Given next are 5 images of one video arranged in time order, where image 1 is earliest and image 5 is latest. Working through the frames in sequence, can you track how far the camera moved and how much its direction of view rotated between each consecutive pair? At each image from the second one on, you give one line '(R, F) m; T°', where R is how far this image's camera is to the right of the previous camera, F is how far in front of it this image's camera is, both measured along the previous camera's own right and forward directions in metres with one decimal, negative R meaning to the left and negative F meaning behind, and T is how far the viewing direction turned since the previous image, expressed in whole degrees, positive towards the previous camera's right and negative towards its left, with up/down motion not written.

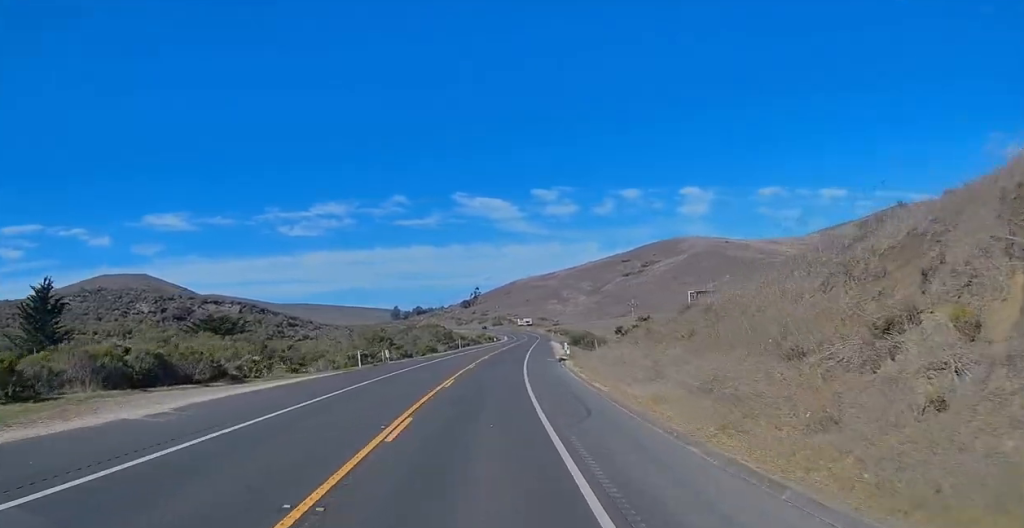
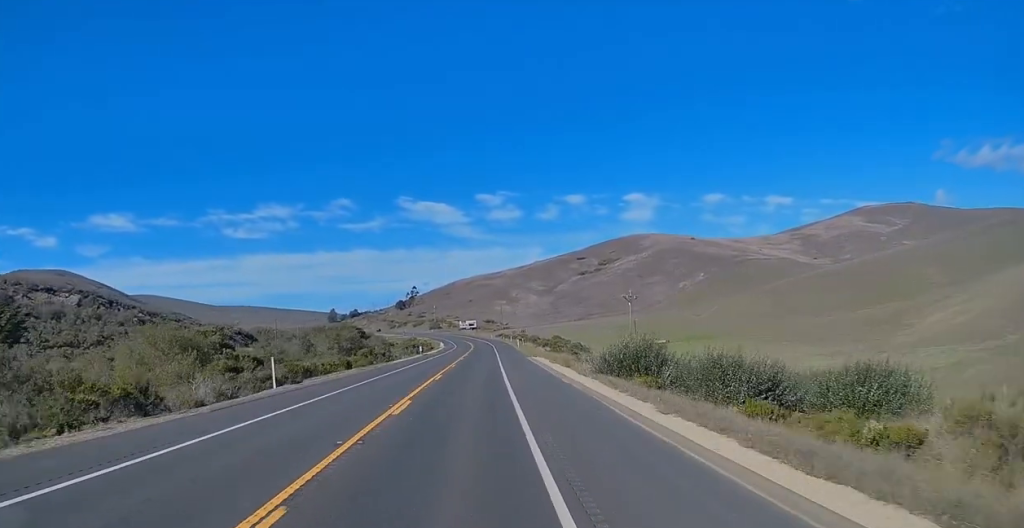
(+3.7, +66.9) m; +3°
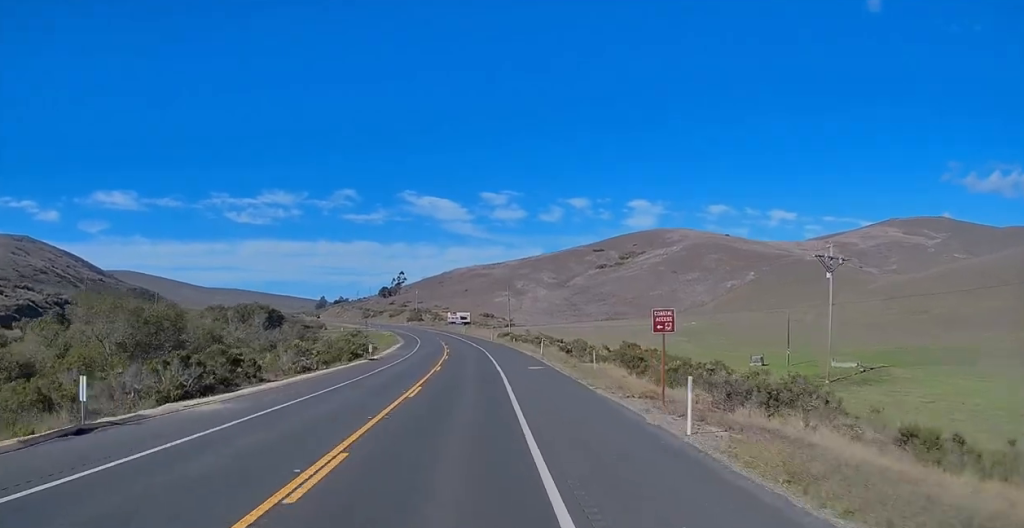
(0.0, +84.3) m; 0°
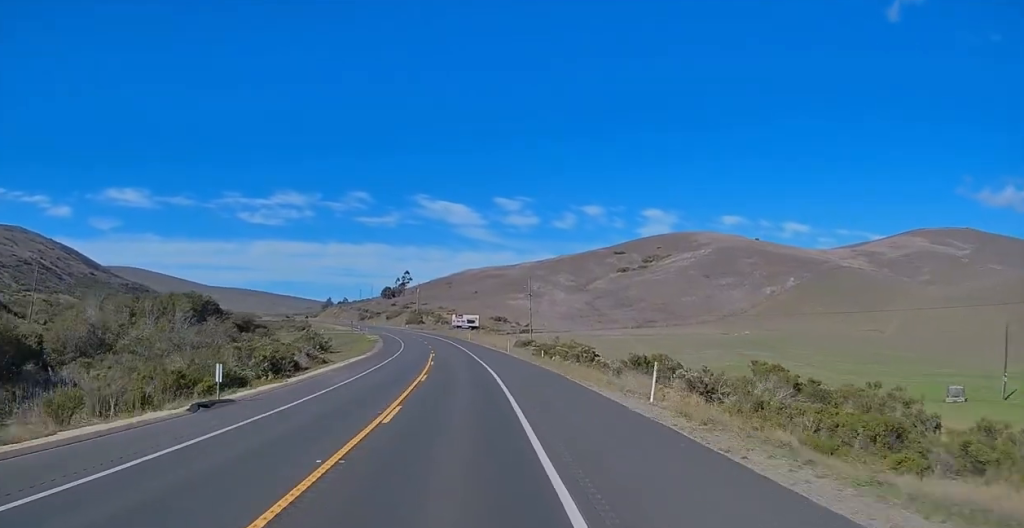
(-0.1, +36.5) m; -1°
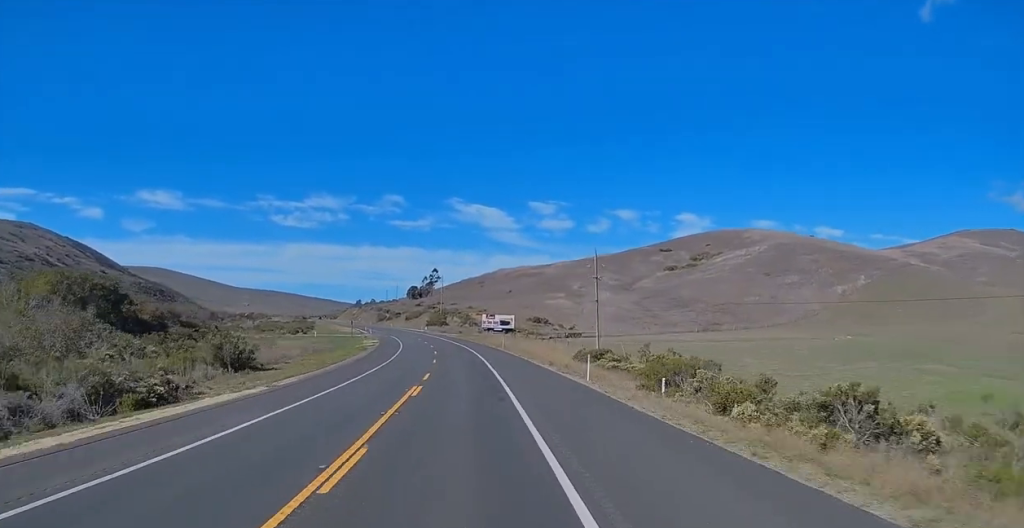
(-0.5, +37.1) m; -3°
